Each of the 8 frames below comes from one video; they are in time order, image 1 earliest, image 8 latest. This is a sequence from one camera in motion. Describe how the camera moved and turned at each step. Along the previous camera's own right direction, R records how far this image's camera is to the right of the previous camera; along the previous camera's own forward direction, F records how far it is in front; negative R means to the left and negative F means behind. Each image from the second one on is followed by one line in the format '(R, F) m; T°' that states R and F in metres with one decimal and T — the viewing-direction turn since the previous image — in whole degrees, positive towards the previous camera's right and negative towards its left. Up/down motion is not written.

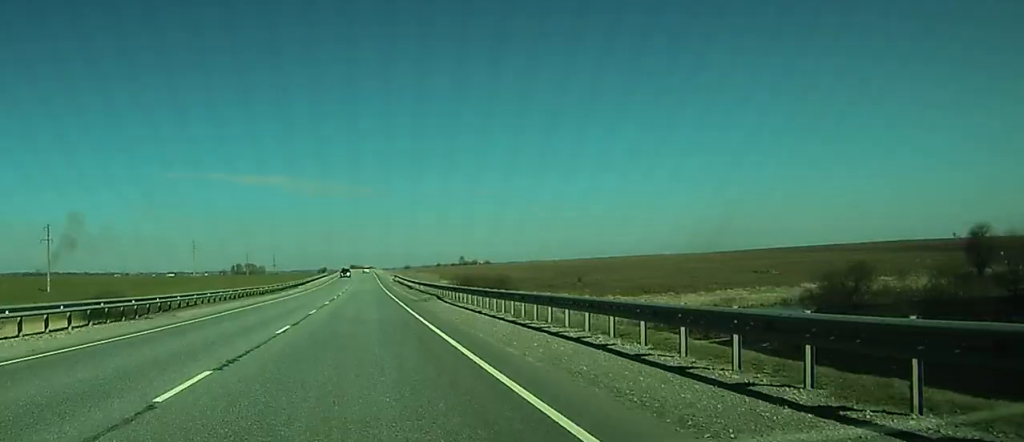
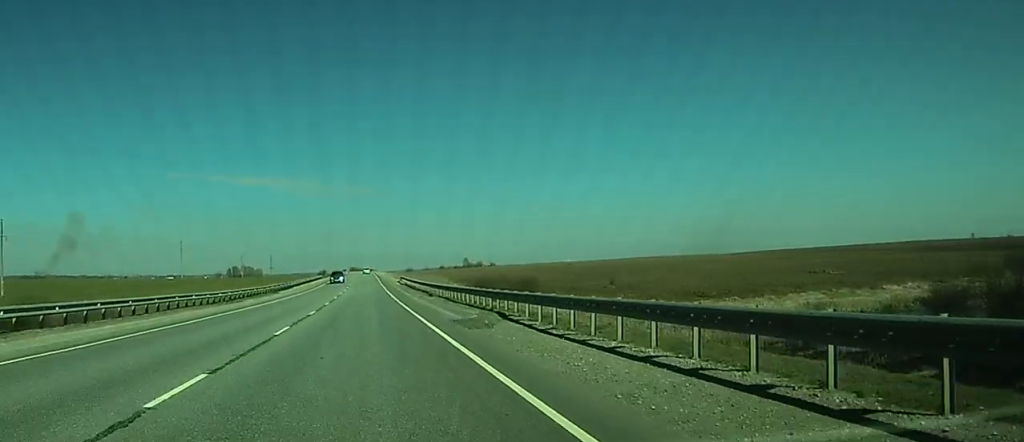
(0.0, +25.2) m; 0°
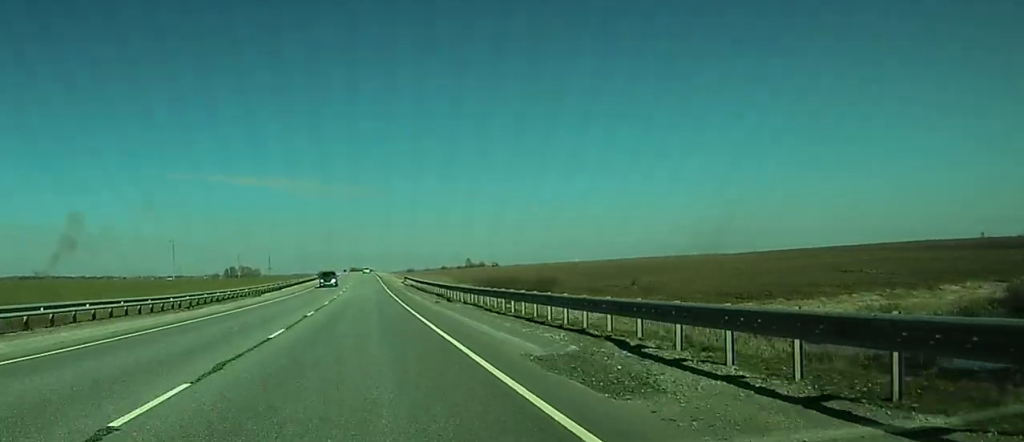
(0.0, +13.6) m; 0°
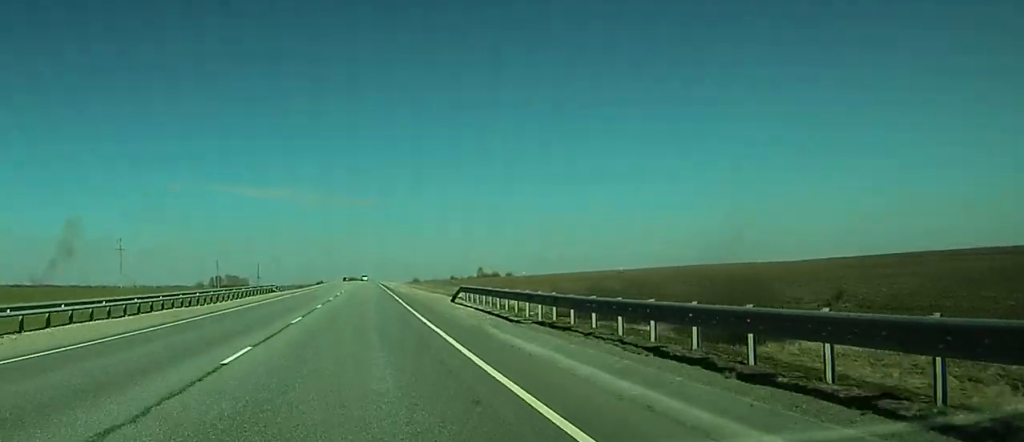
(+0.2, +68.4) m; 0°
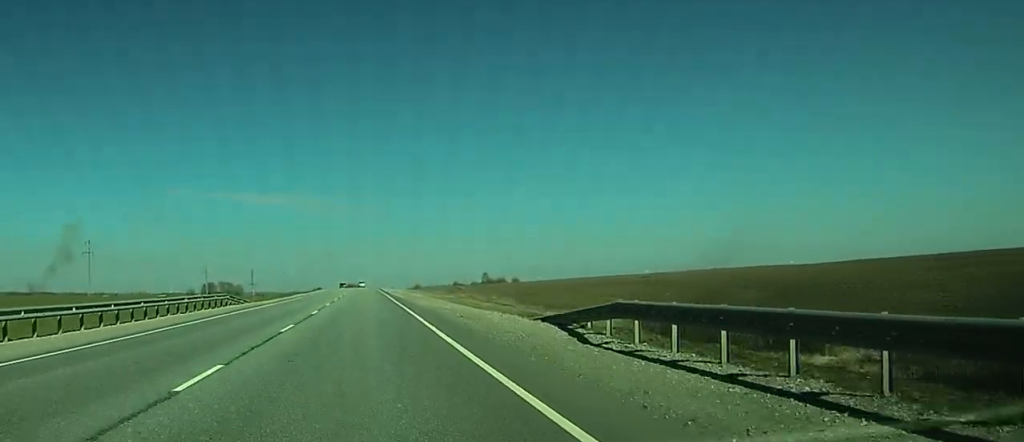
(0.0, +27.6) m; 0°
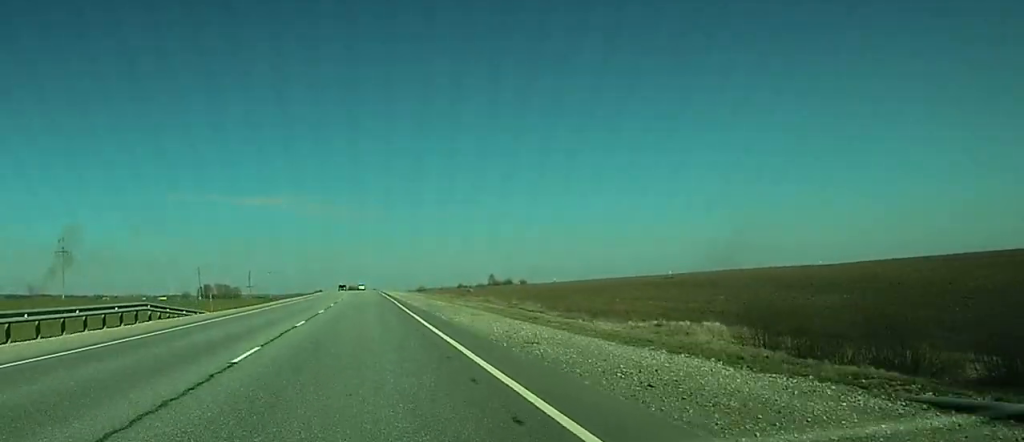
(-0.1, +20.2) m; 0°
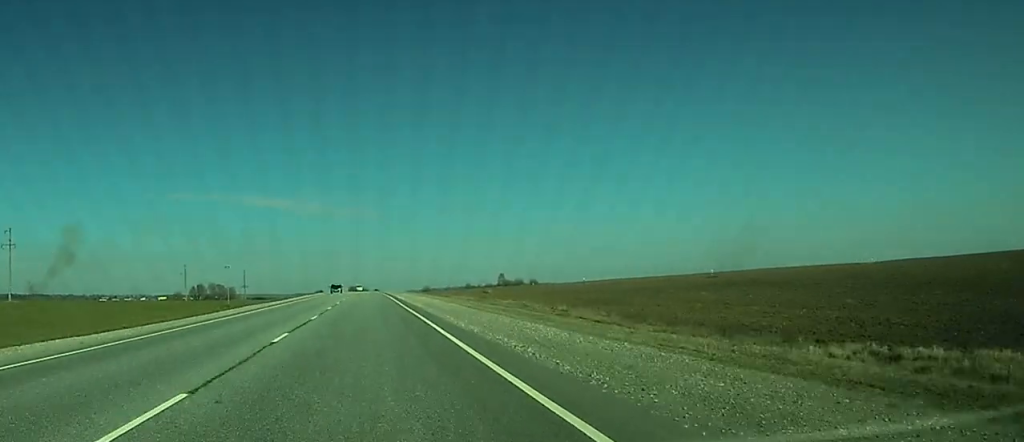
(-0.1, +31.3) m; 0°
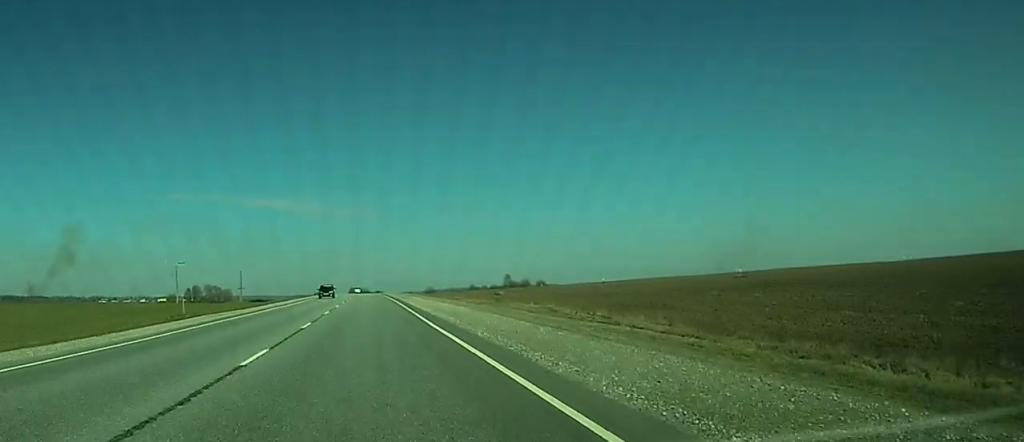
(0.0, +17.2) m; 0°
